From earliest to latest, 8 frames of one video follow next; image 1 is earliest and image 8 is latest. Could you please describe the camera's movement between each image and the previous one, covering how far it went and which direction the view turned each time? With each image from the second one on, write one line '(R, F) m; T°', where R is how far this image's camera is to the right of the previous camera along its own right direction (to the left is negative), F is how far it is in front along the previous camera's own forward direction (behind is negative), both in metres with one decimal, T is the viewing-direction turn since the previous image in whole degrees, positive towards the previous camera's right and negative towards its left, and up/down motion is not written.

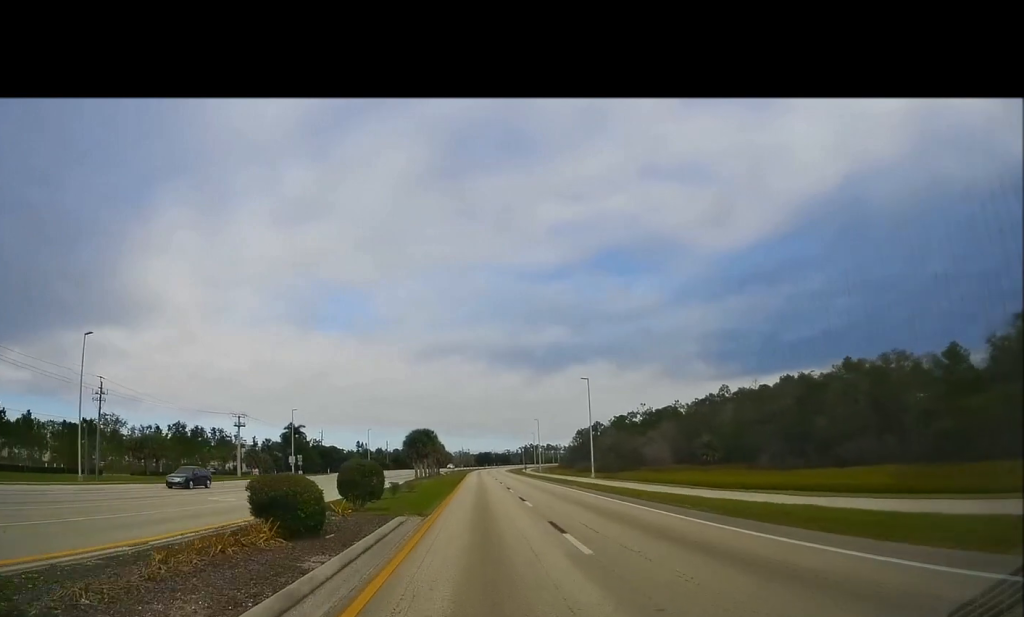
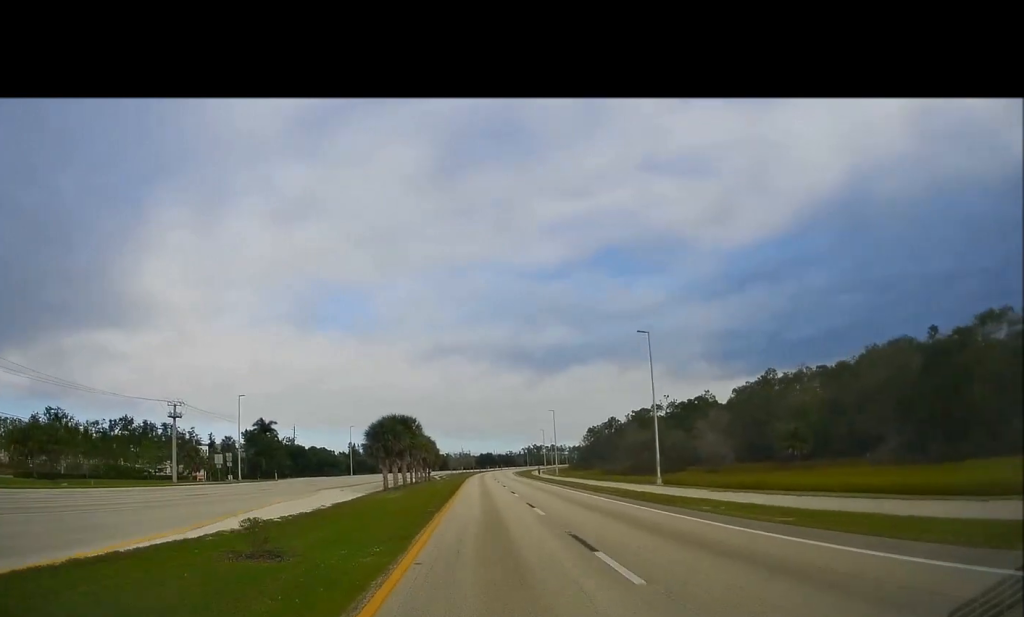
(-0.4, +26.2) m; -1°
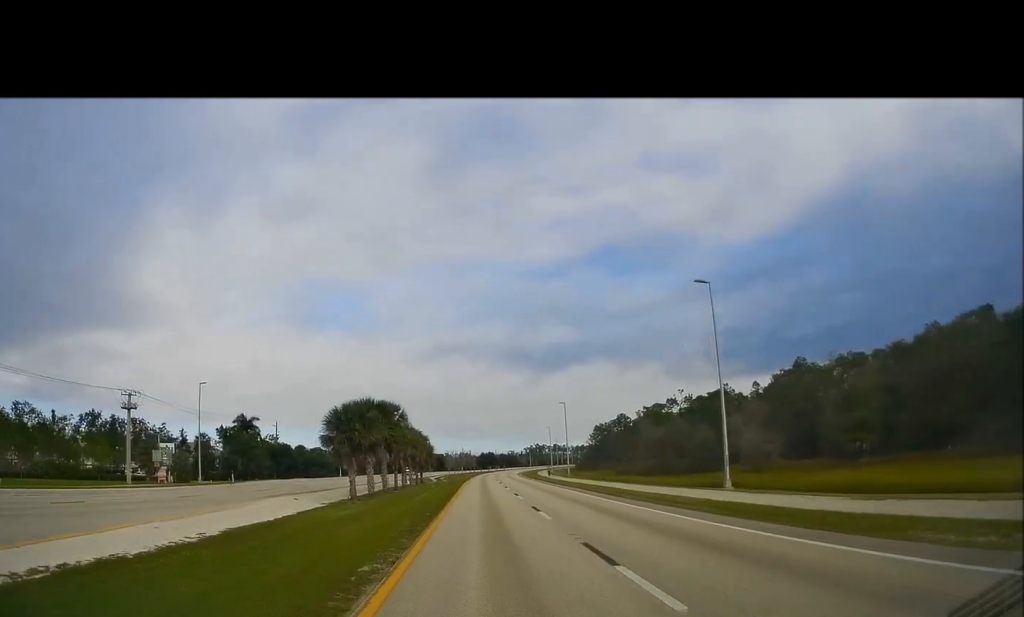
(-0.1, +13.3) m; +2°
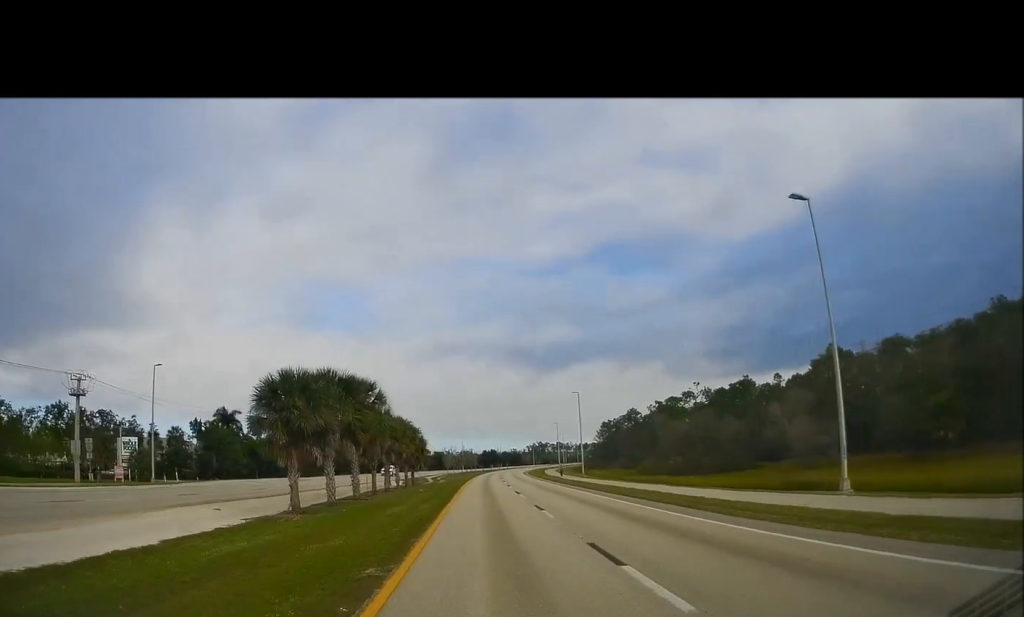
(+0.6, +12.3) m; +1°
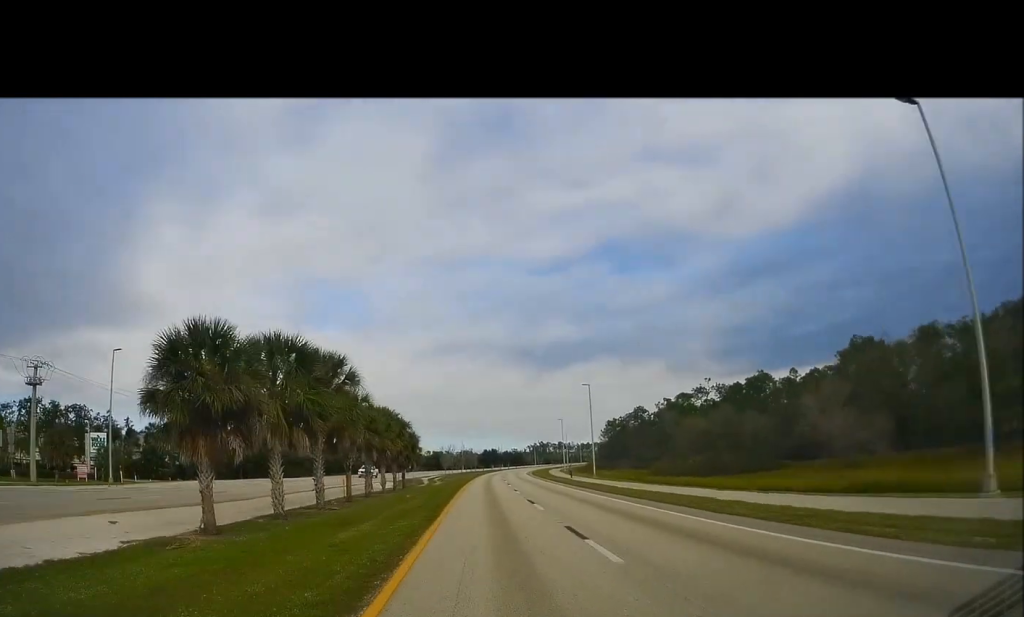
(+0.2, +8.0) m; 0°
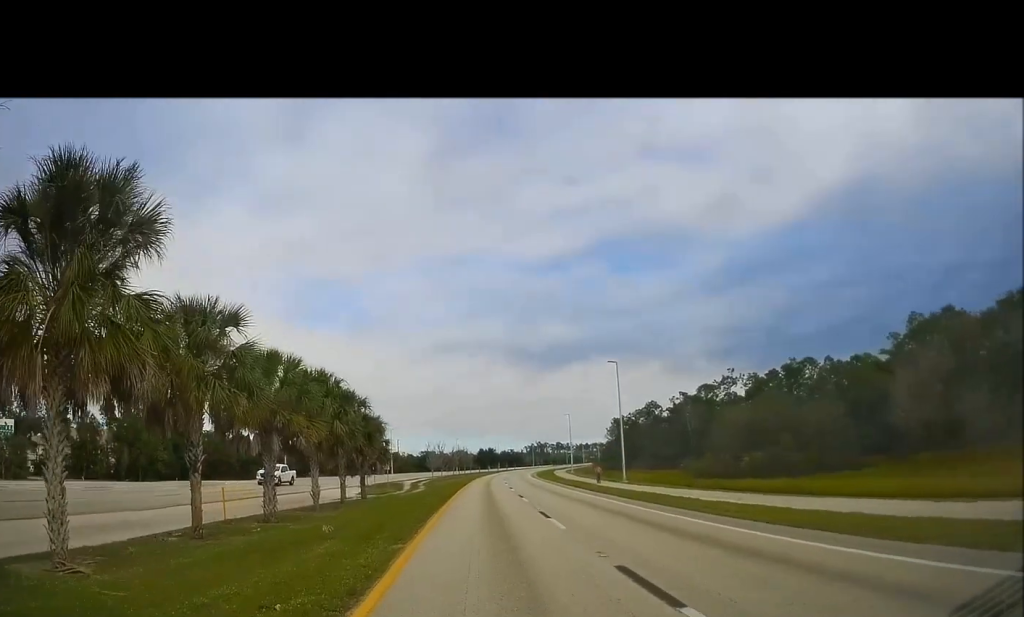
(-0.5, +18.5) m; -3°
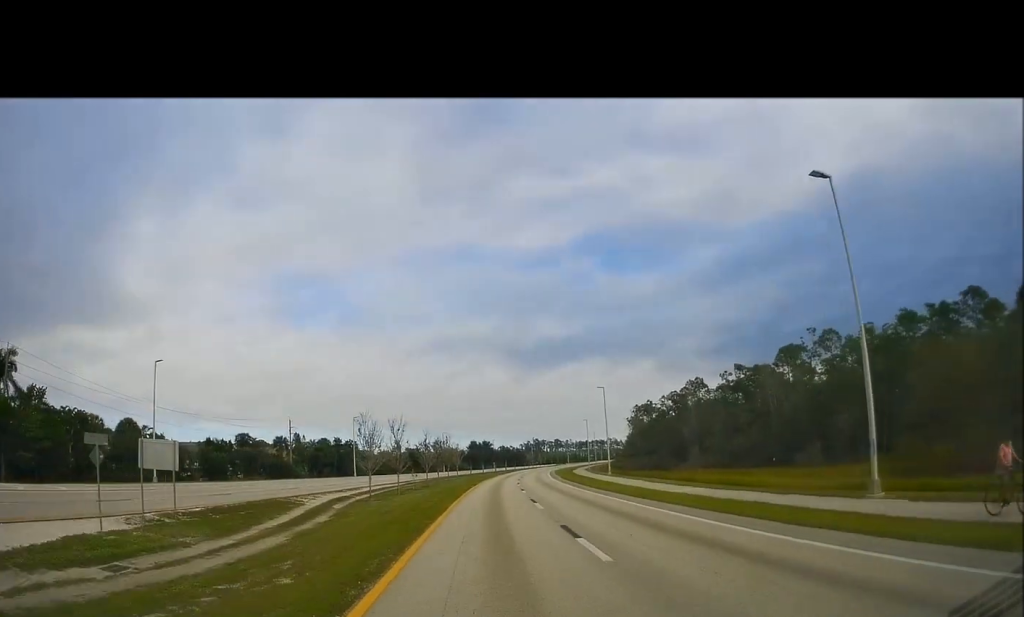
(0.0, +41.4) m; 0°
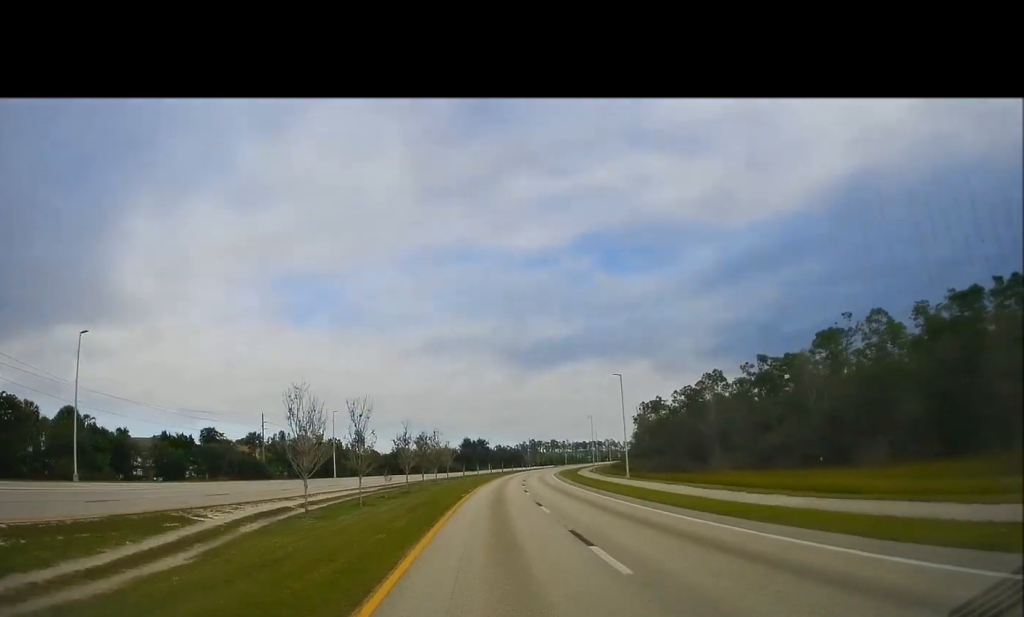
(-0.4, +13.3) m; +1°
